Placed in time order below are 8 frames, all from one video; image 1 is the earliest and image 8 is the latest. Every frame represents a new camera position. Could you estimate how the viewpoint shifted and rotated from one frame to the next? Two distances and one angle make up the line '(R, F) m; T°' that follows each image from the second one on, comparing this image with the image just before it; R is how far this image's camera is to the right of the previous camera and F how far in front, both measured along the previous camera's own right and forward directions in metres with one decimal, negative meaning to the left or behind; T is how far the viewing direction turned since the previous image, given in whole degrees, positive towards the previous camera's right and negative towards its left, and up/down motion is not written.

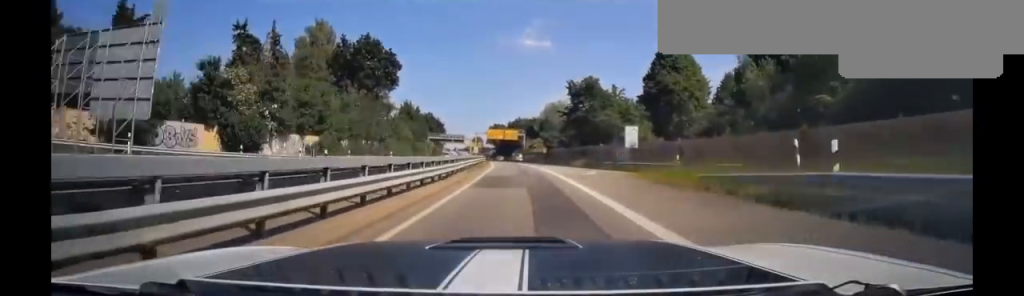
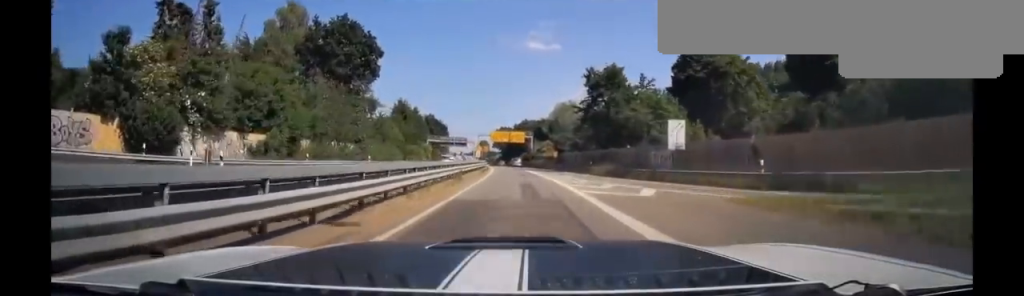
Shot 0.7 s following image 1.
(-0.3, +12.4) m; -2°
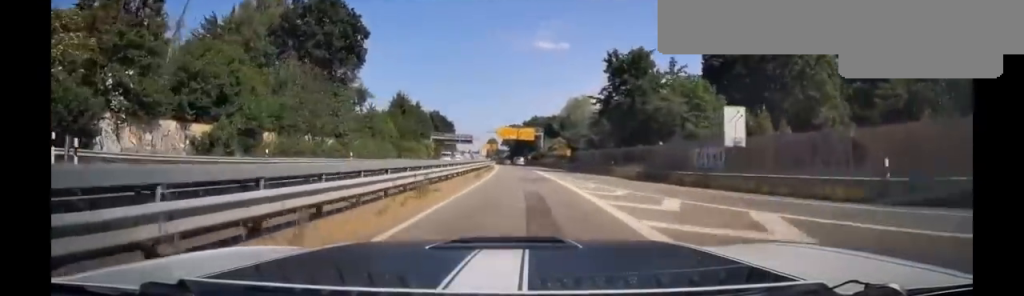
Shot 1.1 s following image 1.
(-0.1, +8.3) m; -1°
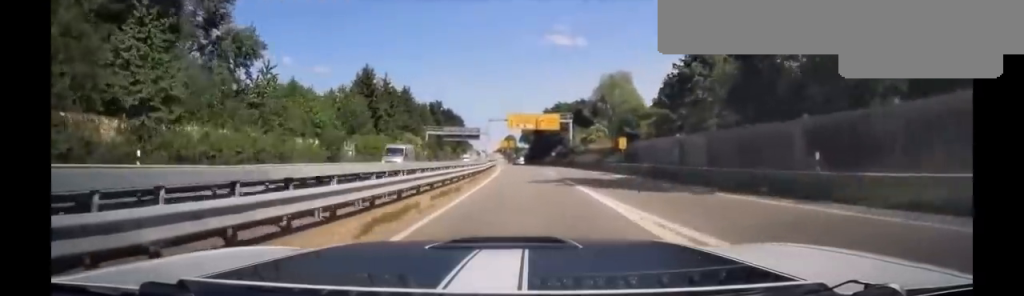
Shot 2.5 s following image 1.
(-0.7, +28.0) m; -2°
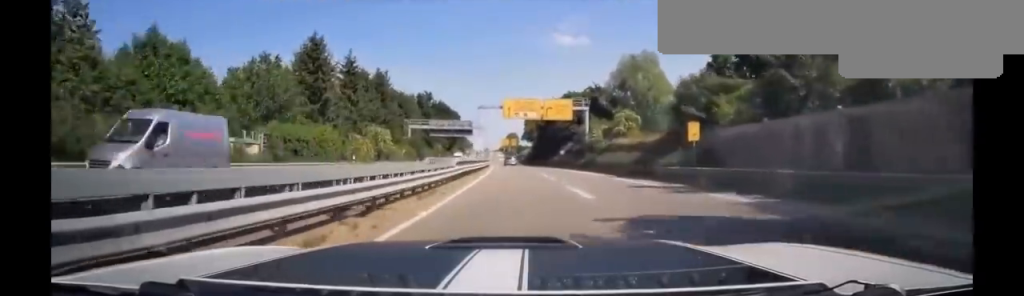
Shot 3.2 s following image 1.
(0.0, +16.6) m; 0°
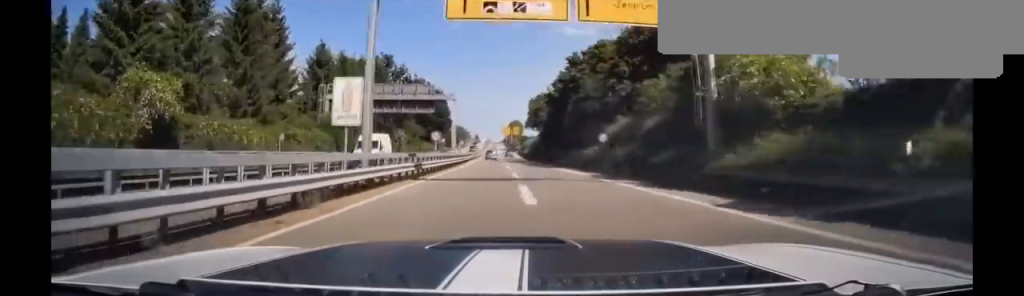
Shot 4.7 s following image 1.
(+0.2, +37.4) m; -1°
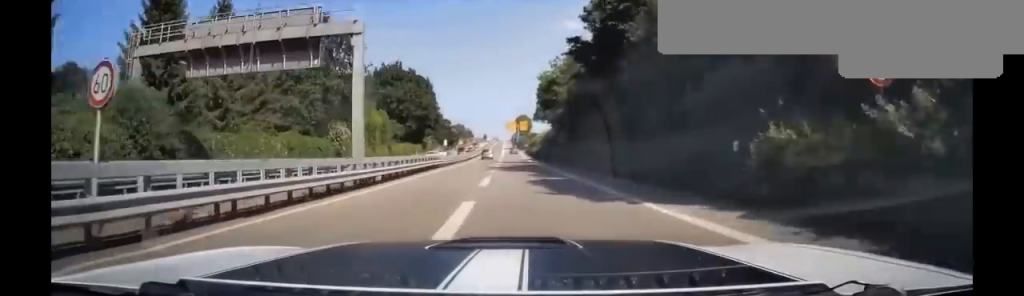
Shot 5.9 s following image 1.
(-0.5, +29.4) m; -1°
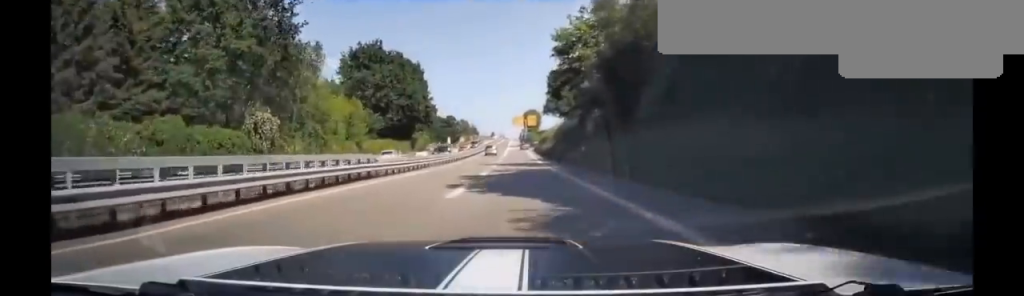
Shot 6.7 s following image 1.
(0.0, +18.2) m; 0°
